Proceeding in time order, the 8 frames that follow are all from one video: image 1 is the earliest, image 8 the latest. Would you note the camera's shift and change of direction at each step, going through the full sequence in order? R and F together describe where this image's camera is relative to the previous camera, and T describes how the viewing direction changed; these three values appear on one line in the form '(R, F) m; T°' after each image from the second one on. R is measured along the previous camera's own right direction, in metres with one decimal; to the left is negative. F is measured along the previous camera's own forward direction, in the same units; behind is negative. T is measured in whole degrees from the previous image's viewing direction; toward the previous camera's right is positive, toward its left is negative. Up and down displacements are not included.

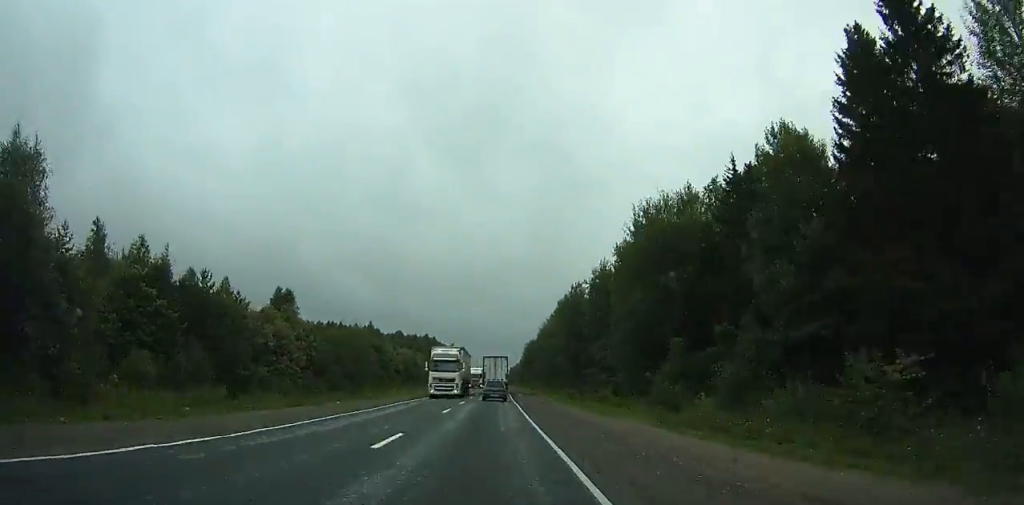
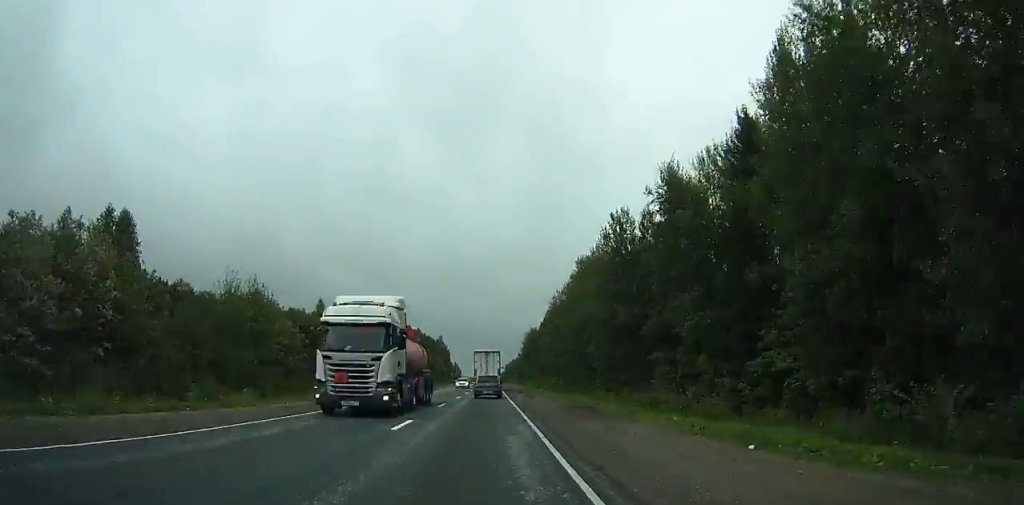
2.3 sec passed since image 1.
(0.0, +42.1) m; 0°
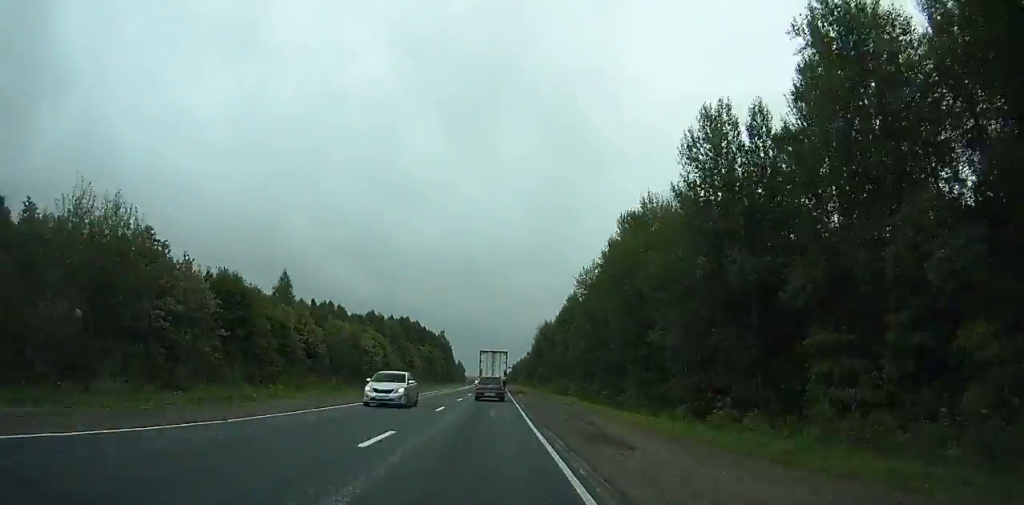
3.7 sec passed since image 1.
(0.0, +25.3) m; 0°
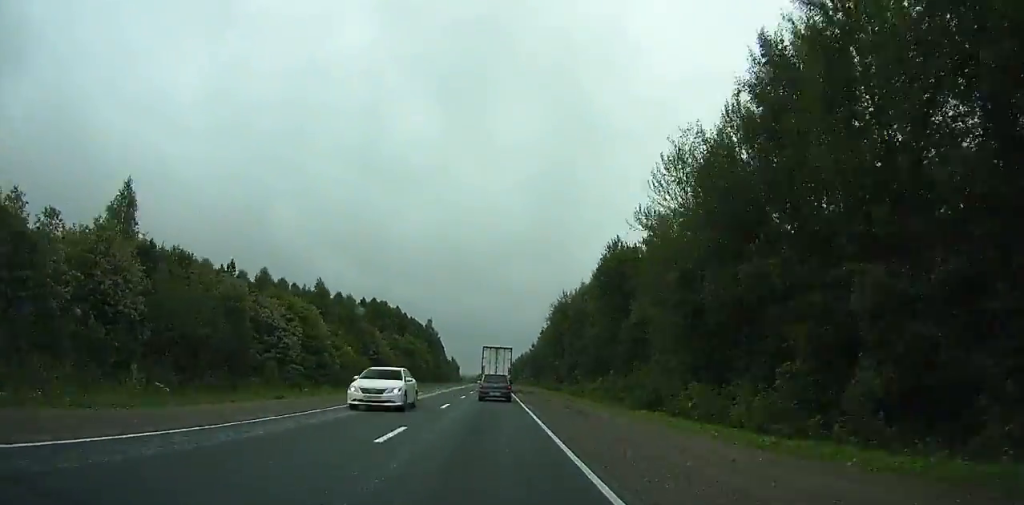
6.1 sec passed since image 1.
(-0.5, +42.2) m; +4°
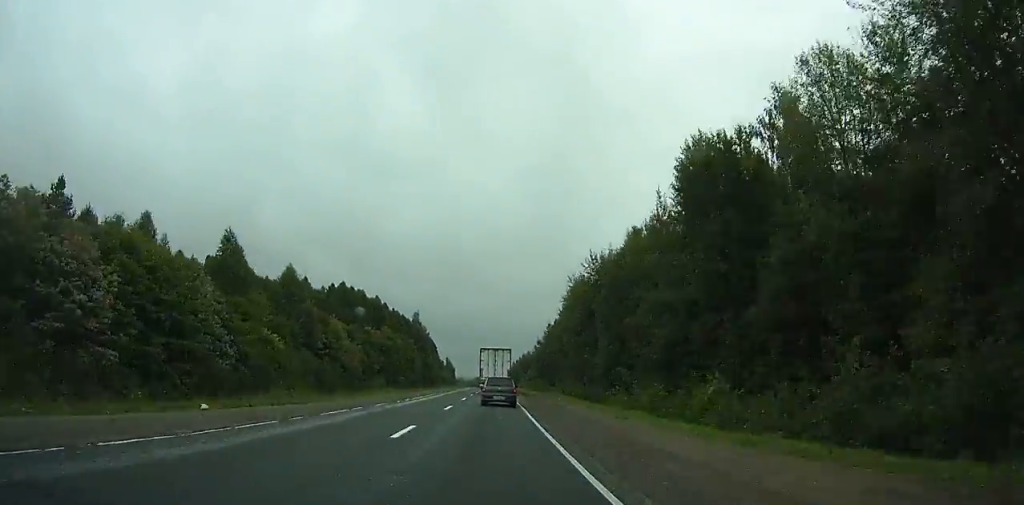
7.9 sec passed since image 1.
(+2.0, +26.6) m; -1°
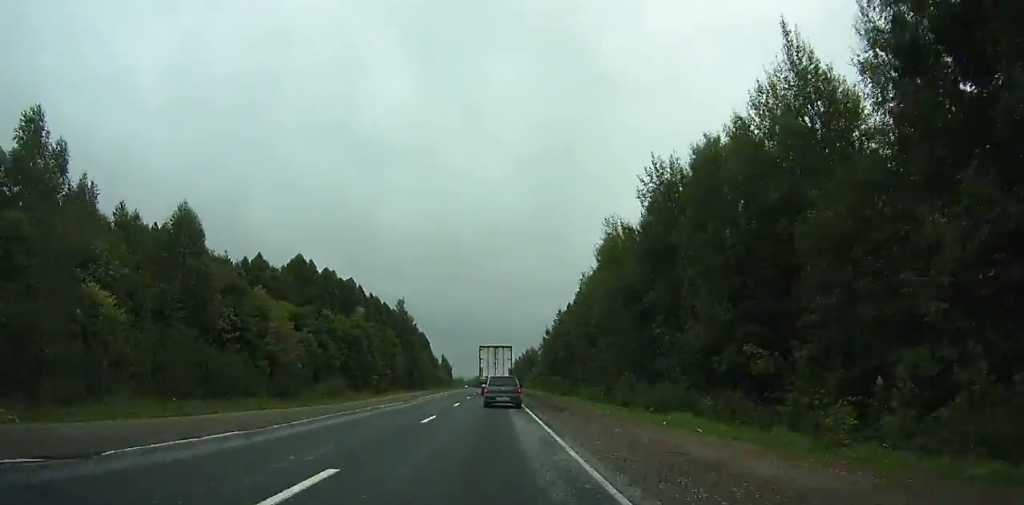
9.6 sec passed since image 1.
(+3.2, +24.3) m; -2°
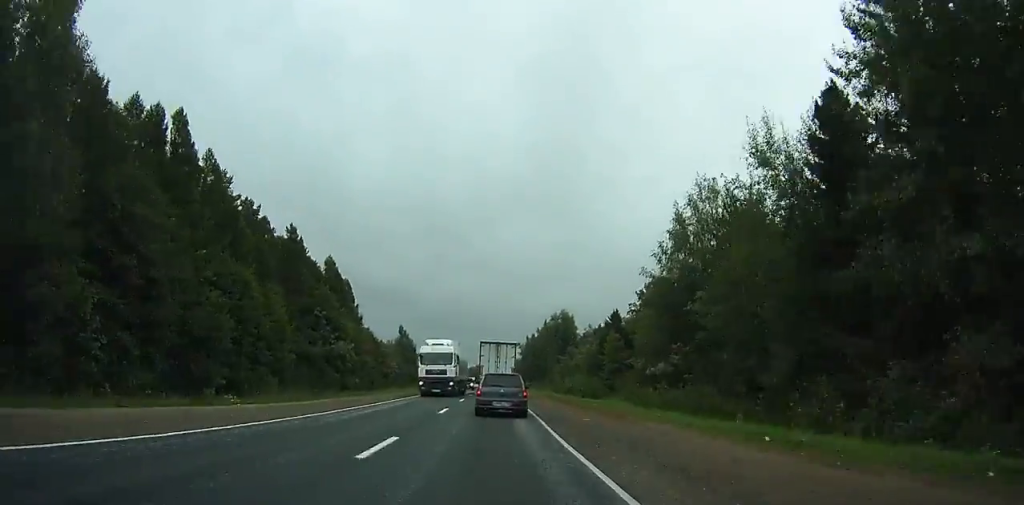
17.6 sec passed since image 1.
(-10.8, +155.6) m; -1°
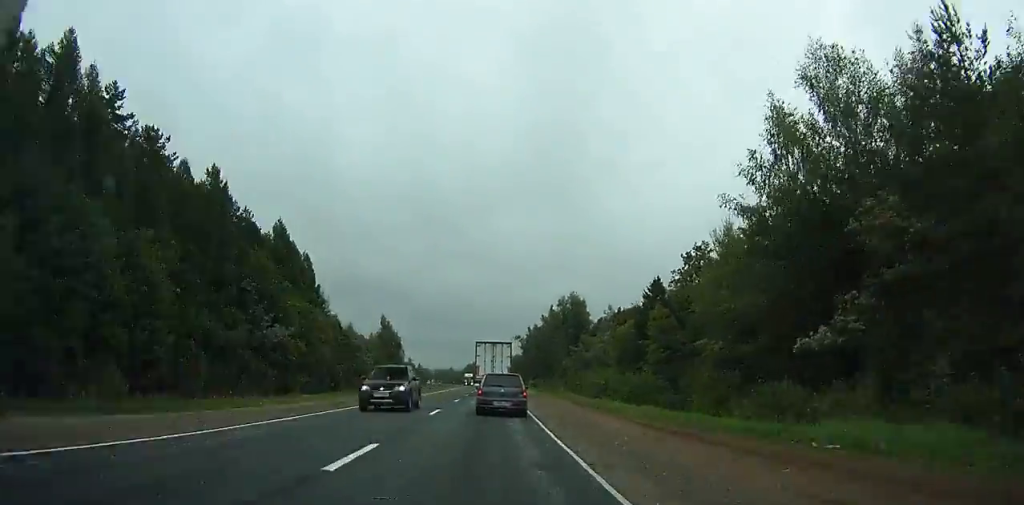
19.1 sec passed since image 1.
(+0.1, +27.4) m; 0°
